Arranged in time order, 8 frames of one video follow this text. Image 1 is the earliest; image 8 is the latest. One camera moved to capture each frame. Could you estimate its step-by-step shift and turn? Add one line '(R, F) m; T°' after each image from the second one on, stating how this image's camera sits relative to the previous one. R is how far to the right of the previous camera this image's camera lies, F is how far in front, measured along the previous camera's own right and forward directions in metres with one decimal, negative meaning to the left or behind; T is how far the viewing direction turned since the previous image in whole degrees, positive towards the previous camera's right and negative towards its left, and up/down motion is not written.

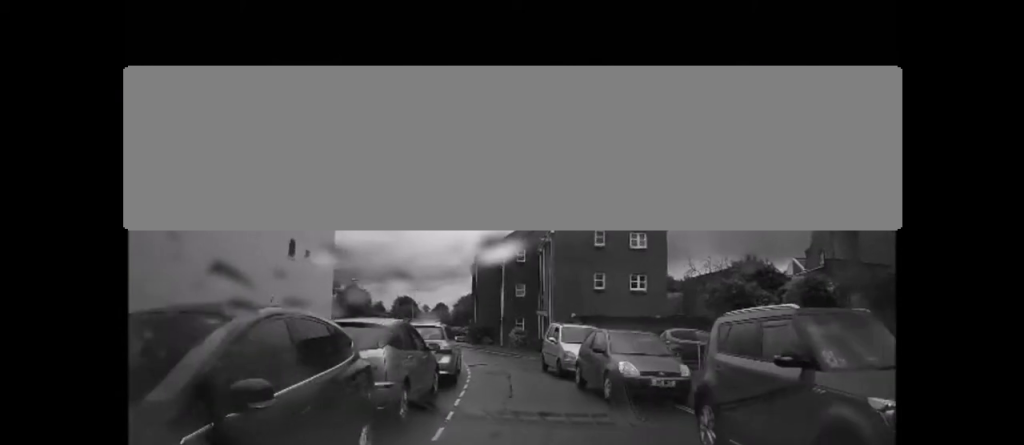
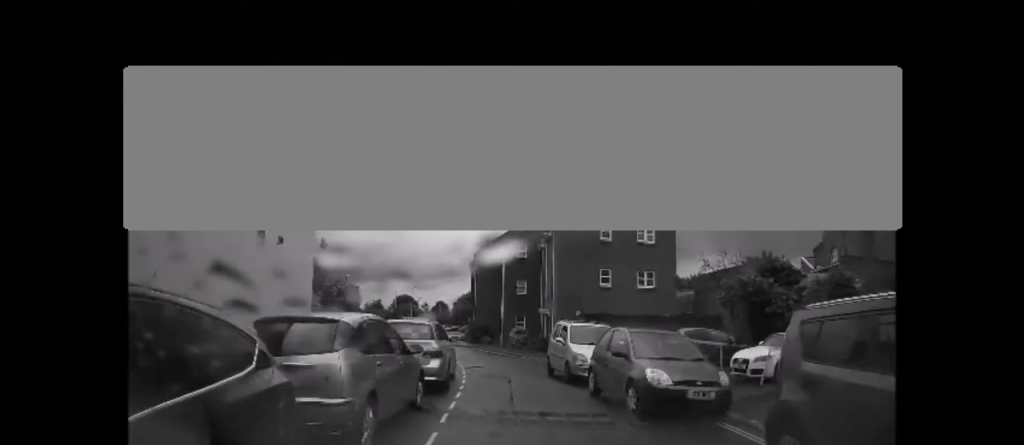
(0.0, +1.0) m; 0°
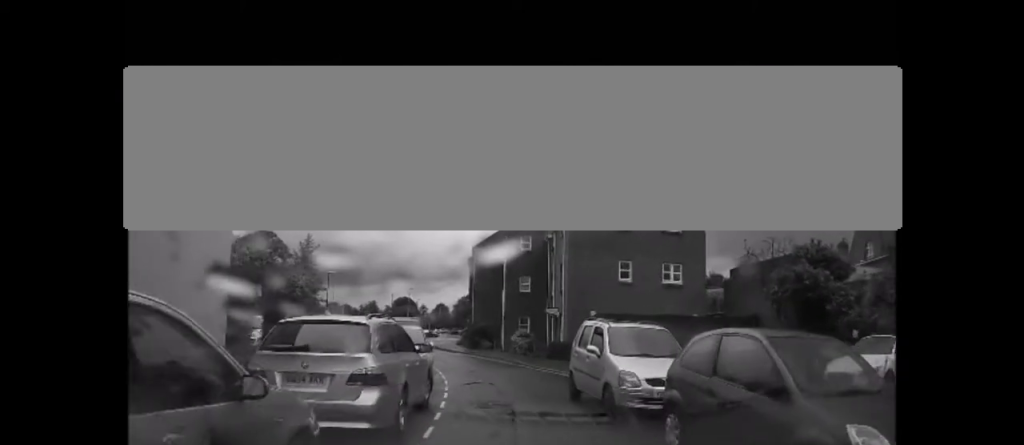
(0.0, +2.7) m; 0°
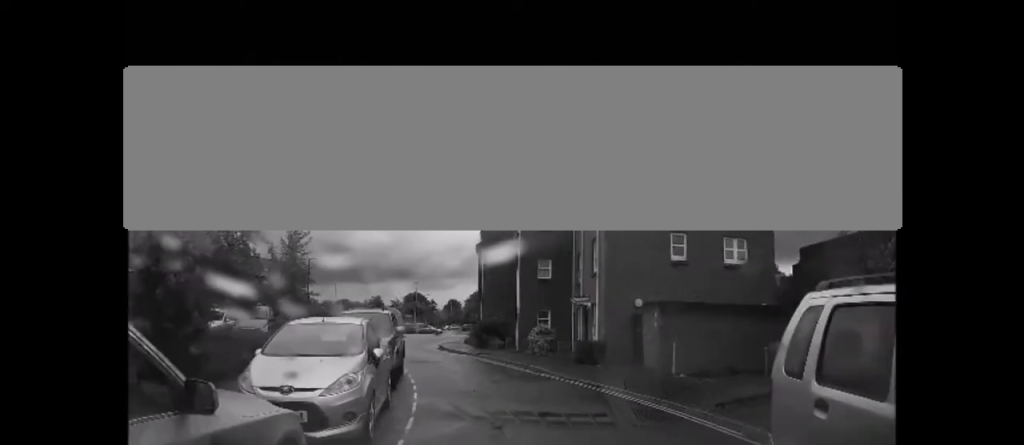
(0.0, +5.6) m; 0°
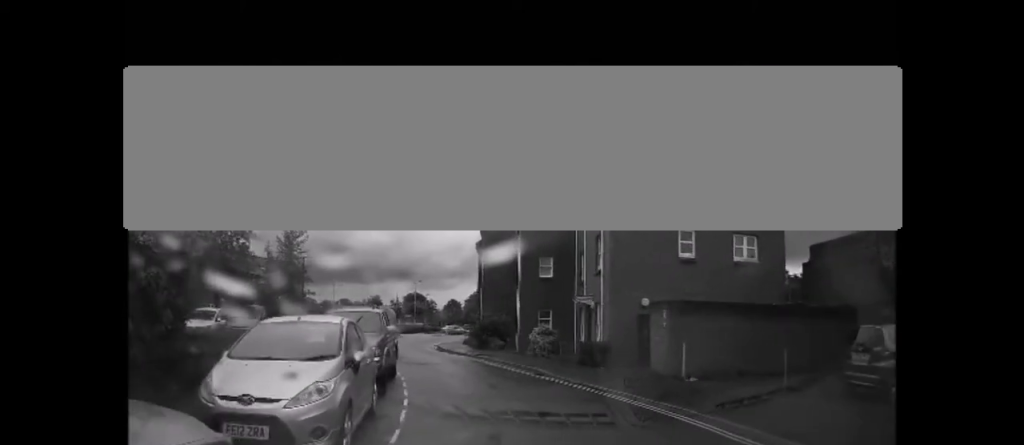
(0.0, +1.7) m; 0°
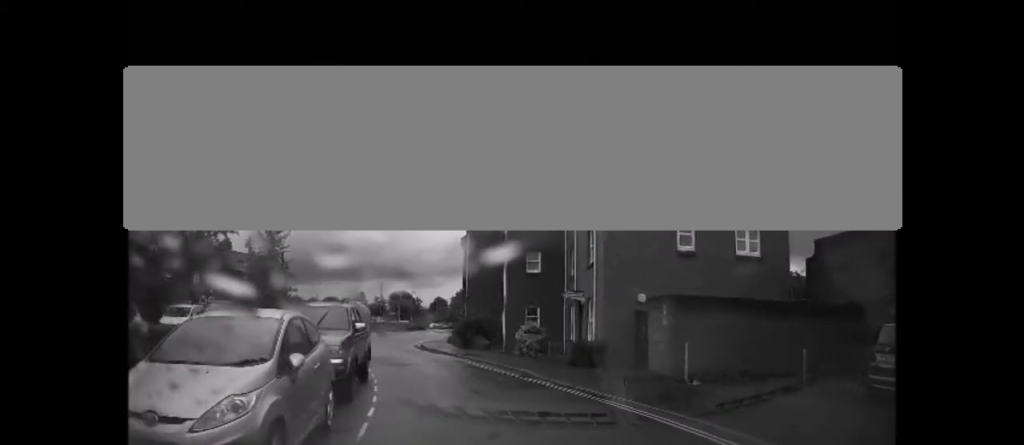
(0.0, +2.4) m; 0°
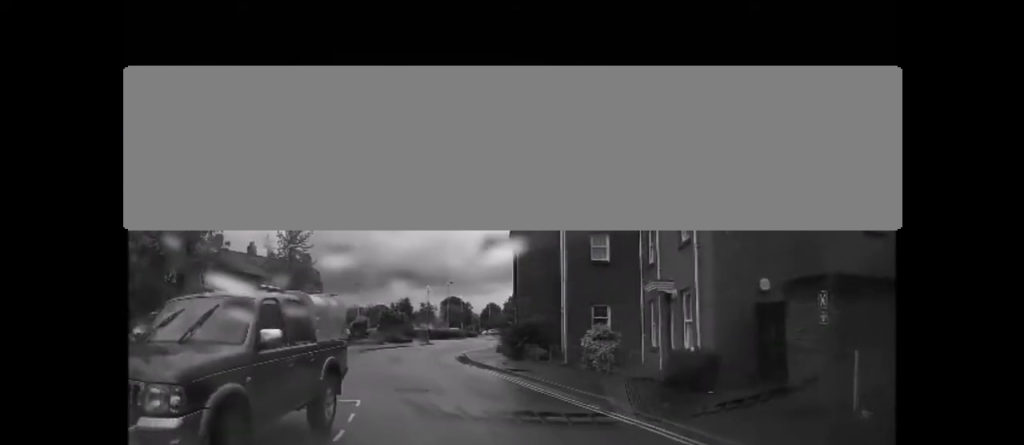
(0.0, +8.3) m; 0°
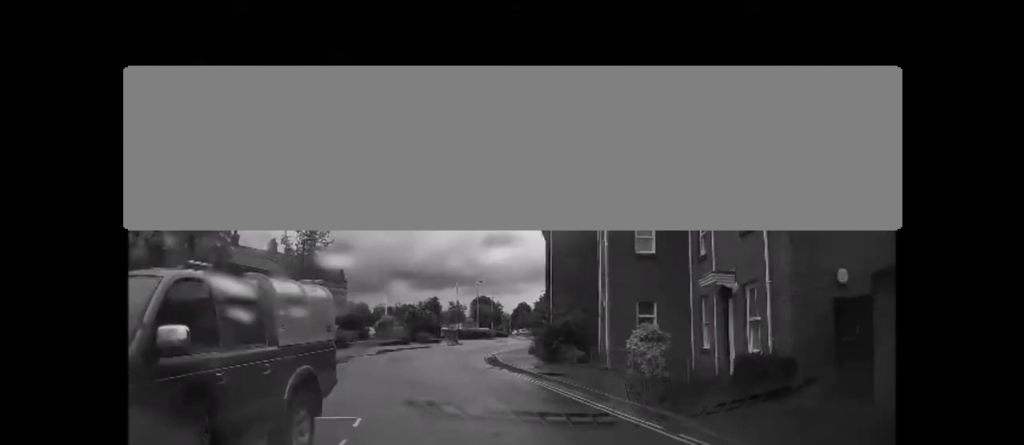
(0.0, +2.4) m; 0°
